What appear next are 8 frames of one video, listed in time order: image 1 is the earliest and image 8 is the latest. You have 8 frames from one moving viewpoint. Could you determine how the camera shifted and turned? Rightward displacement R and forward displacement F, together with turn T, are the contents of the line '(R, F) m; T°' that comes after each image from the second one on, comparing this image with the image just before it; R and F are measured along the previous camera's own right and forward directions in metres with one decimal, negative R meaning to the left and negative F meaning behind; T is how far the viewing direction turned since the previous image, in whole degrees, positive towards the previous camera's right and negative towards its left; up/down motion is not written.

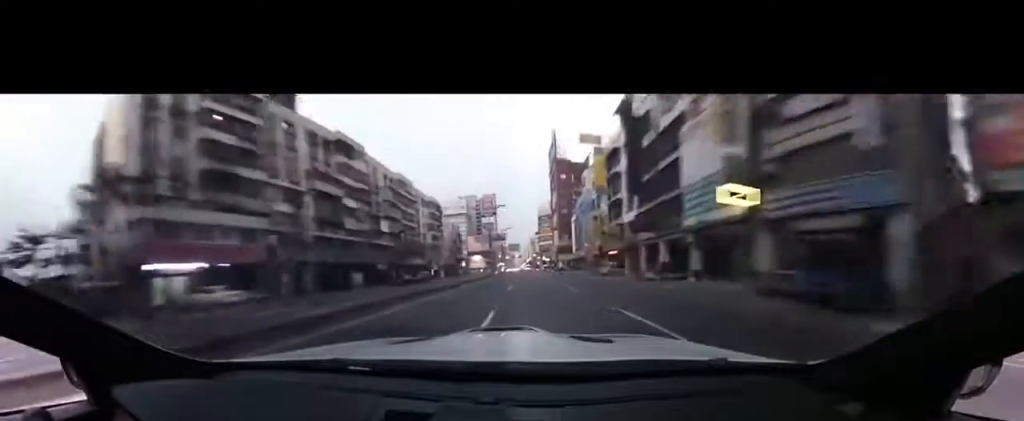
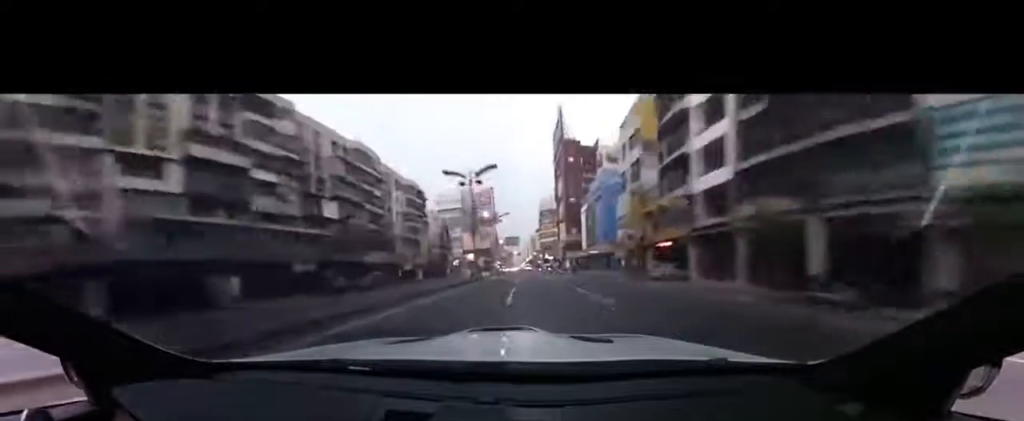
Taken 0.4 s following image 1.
(0.0, +14.9) m; +1°
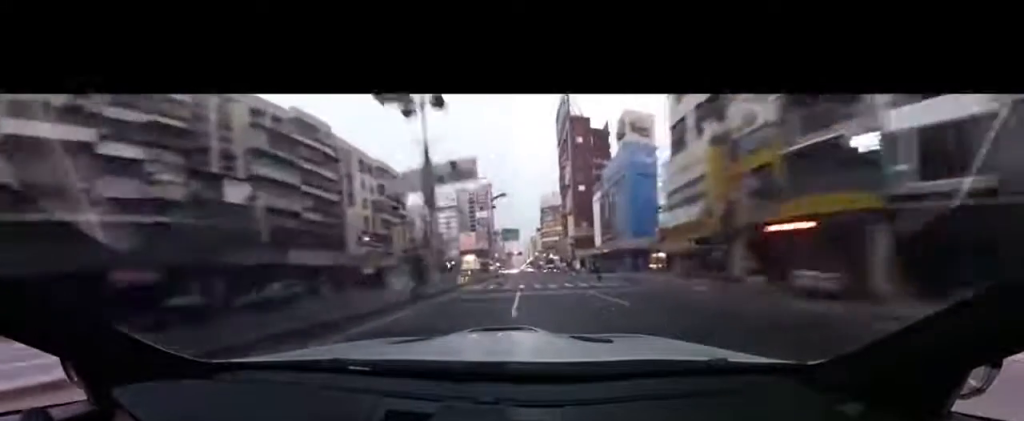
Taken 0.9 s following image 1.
(-0.3, +14.9) m; +1°
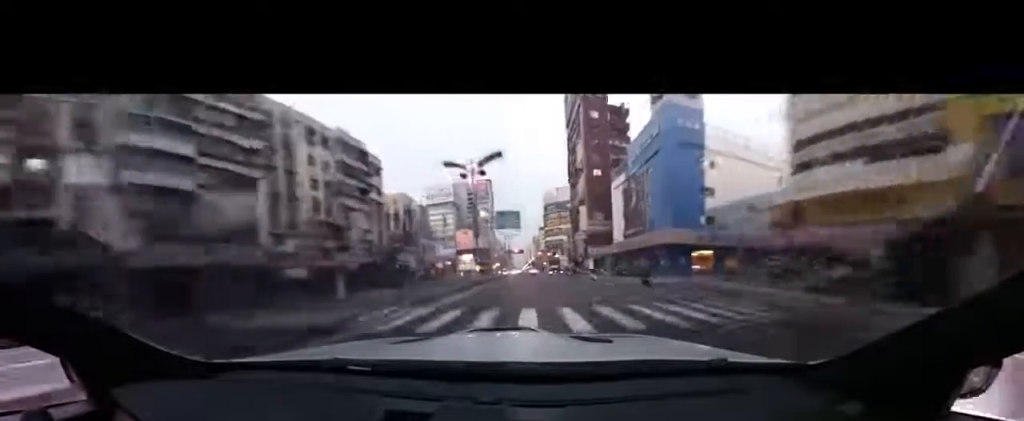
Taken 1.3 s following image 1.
(+0.5, +13.7) m; +1°
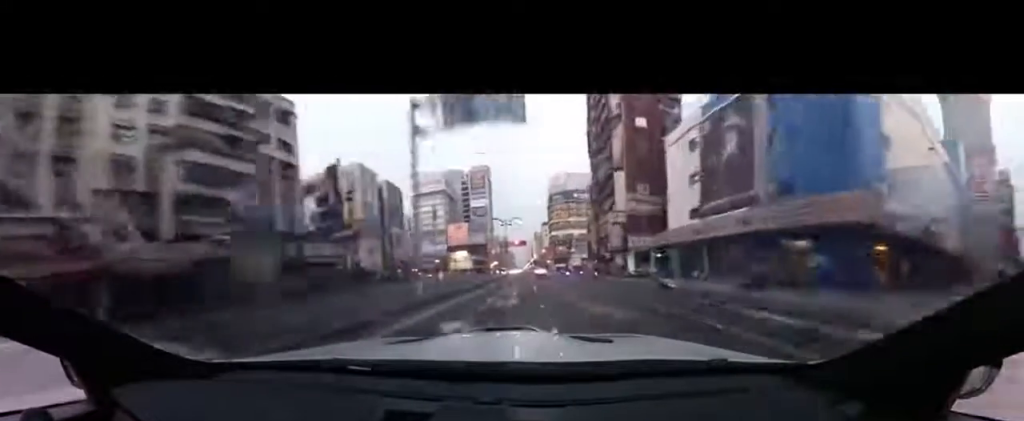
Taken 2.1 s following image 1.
(+0.5, +24.0) m; +1°
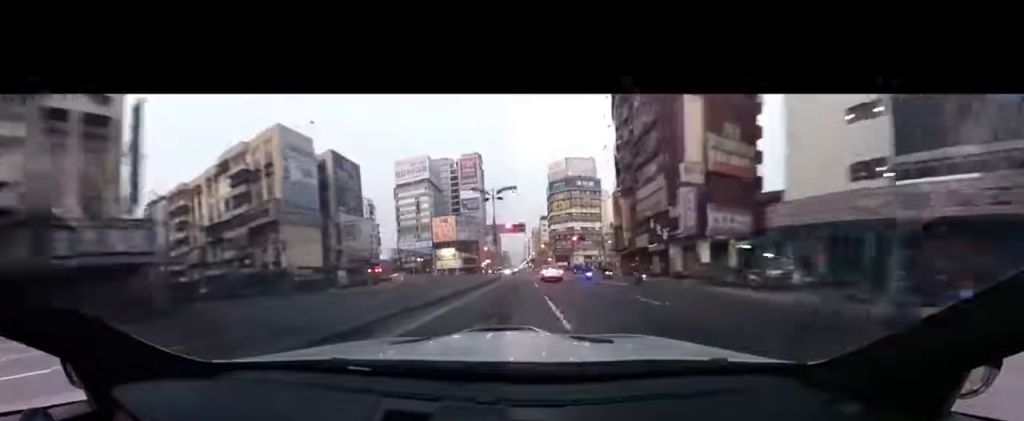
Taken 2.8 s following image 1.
(-0.2, +19.4) m; 0°
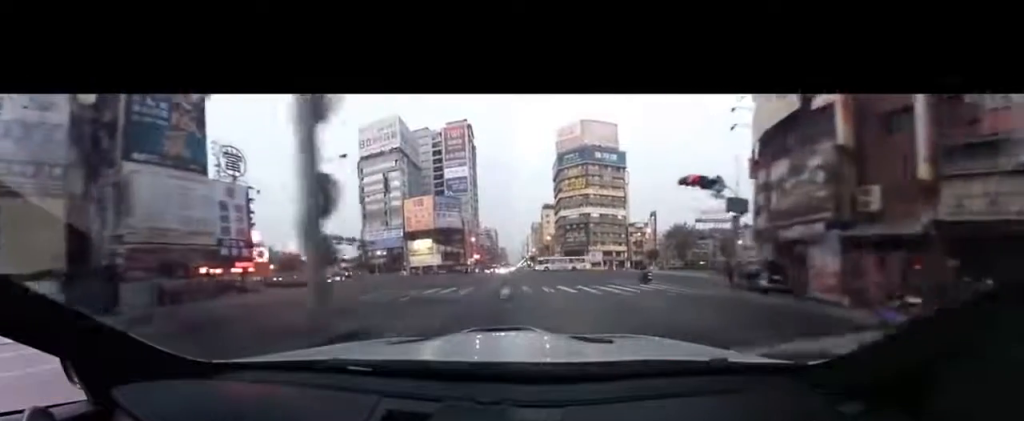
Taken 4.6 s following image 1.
(+0.1, +36.6) m; -2°
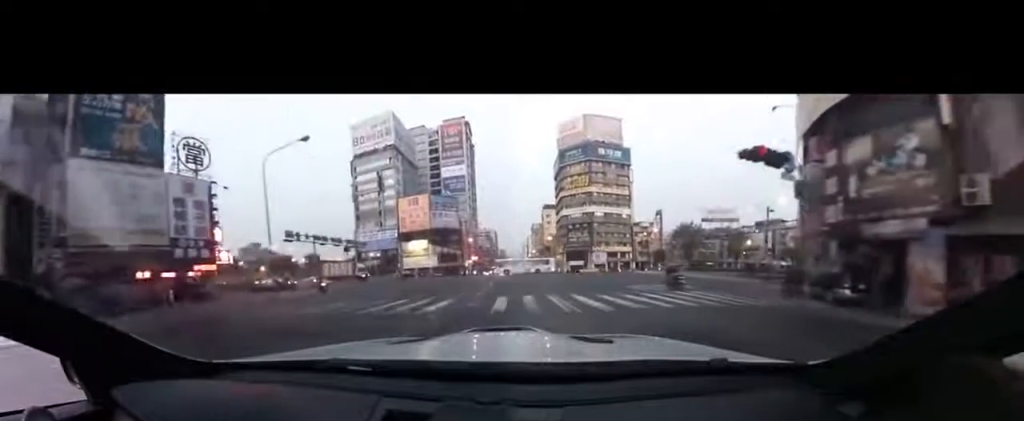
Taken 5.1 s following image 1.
(-0.1, +8.8) m; -1°
